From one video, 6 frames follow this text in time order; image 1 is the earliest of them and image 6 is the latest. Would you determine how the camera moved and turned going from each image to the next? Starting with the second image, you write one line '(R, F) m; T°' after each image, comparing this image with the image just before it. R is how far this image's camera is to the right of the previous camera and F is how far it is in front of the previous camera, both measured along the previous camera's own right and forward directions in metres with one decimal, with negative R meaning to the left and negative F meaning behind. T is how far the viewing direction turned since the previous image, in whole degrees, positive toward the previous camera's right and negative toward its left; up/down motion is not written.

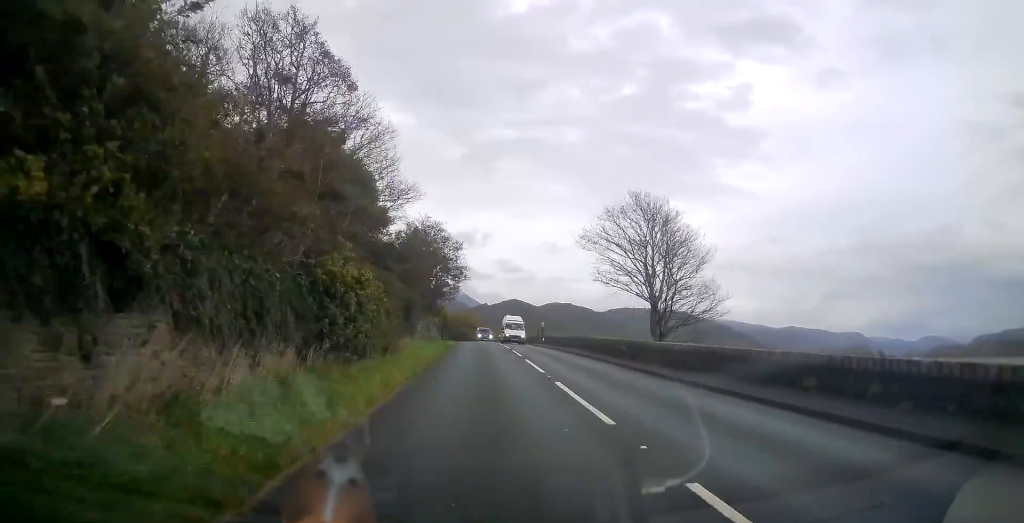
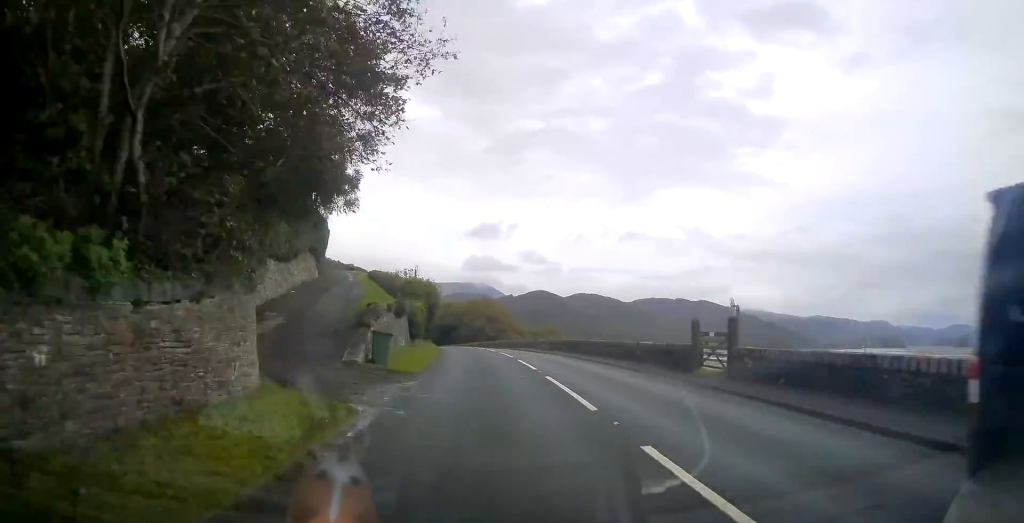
(-1.1, +44.9) m; -3°
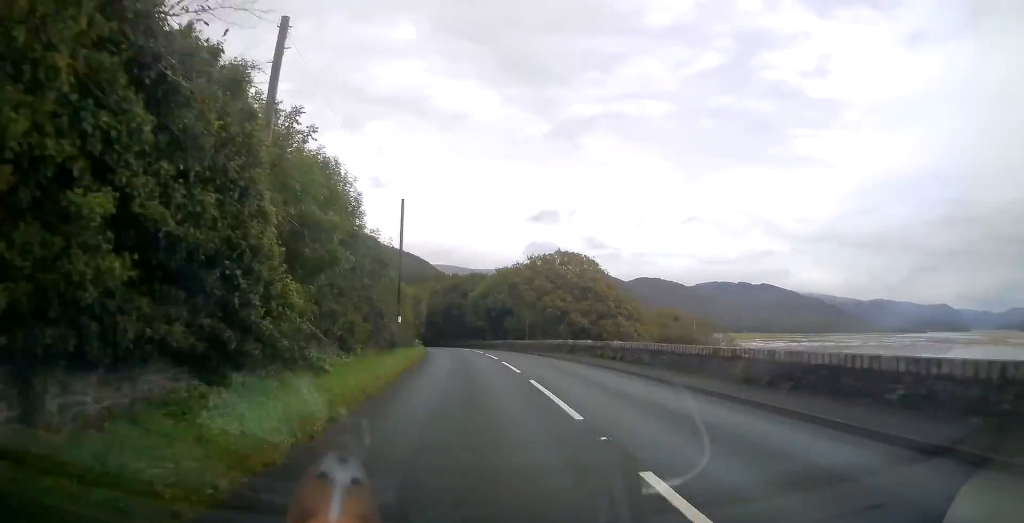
(-2.1, +46.4) m; -6°
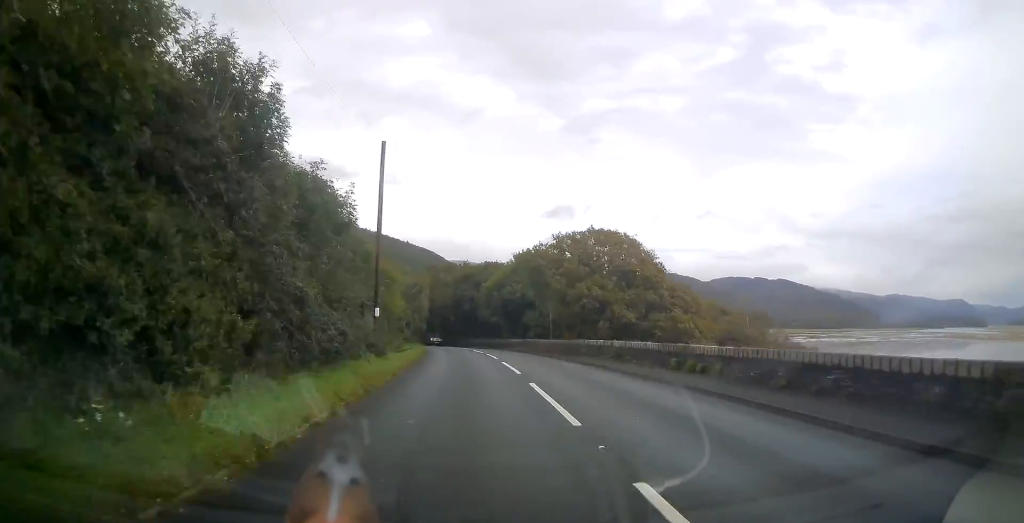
(-0.1, +9.9) m; -1°
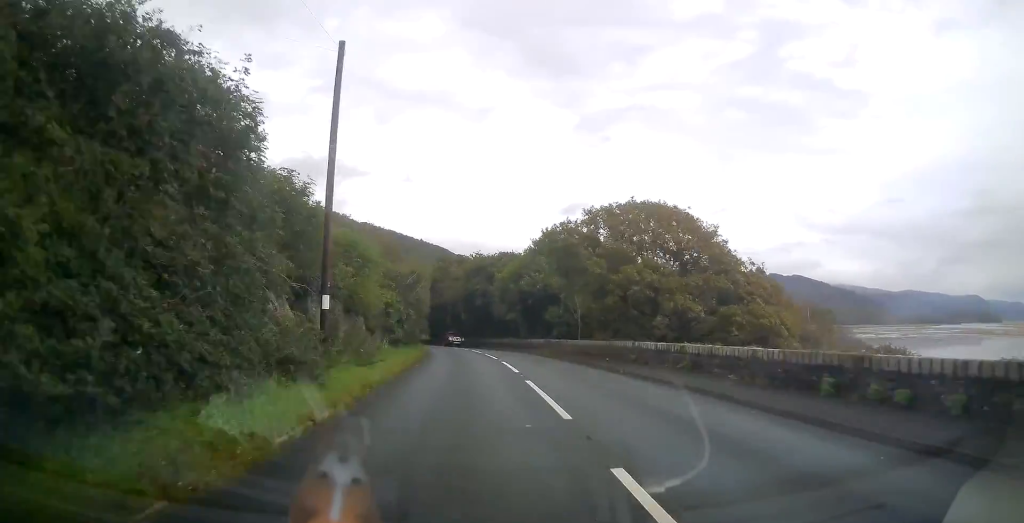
(-0.1, +8.6) m; -1°
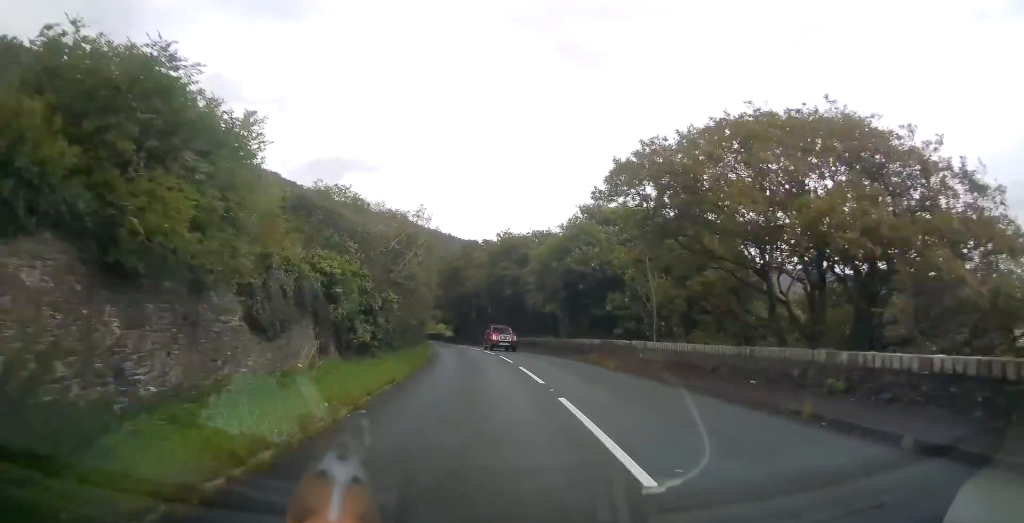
(-0.2, +13.2) m; -2°
